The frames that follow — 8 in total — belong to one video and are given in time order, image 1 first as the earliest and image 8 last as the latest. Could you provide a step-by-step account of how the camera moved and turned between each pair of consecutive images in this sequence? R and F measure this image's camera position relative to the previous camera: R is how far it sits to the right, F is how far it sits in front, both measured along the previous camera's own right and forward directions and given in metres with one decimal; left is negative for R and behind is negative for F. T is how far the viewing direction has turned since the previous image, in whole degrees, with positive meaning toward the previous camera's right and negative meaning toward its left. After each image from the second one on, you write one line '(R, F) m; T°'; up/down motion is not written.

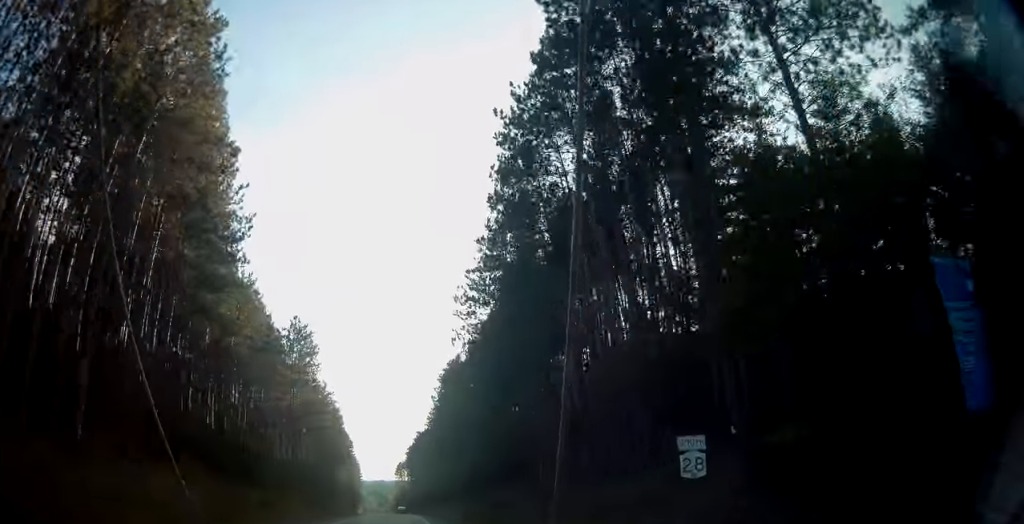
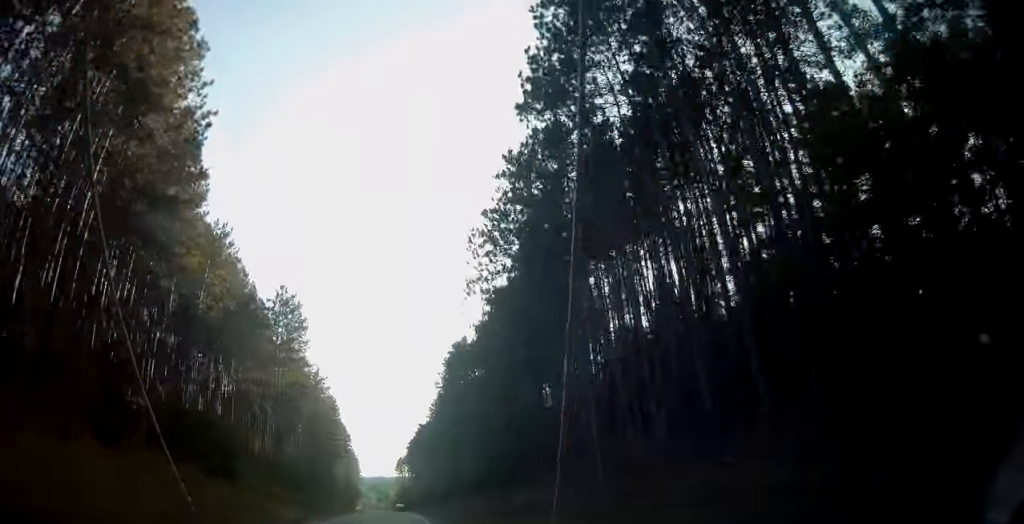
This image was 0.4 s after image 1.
(+0.1, +10.2) m; 0°
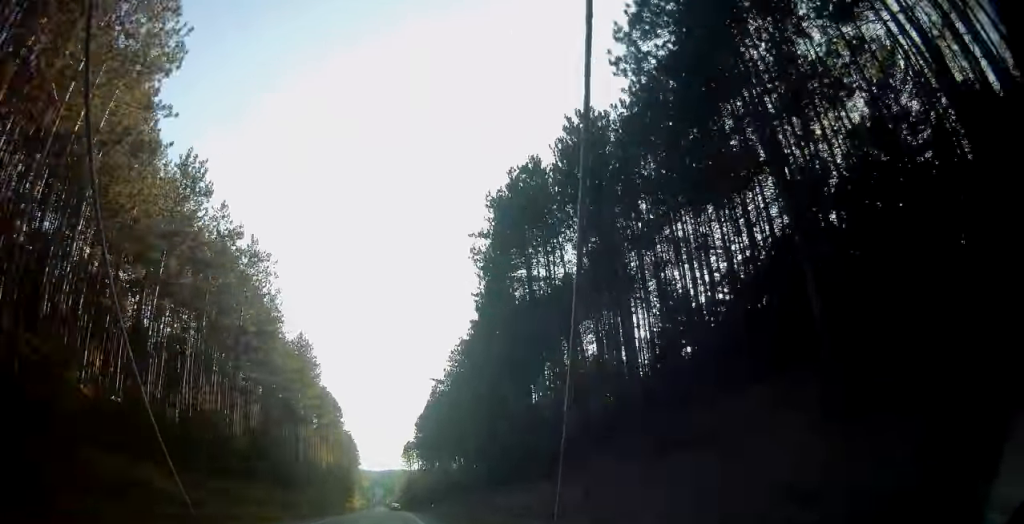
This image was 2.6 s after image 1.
(-0.6, +50.3) m; -1°
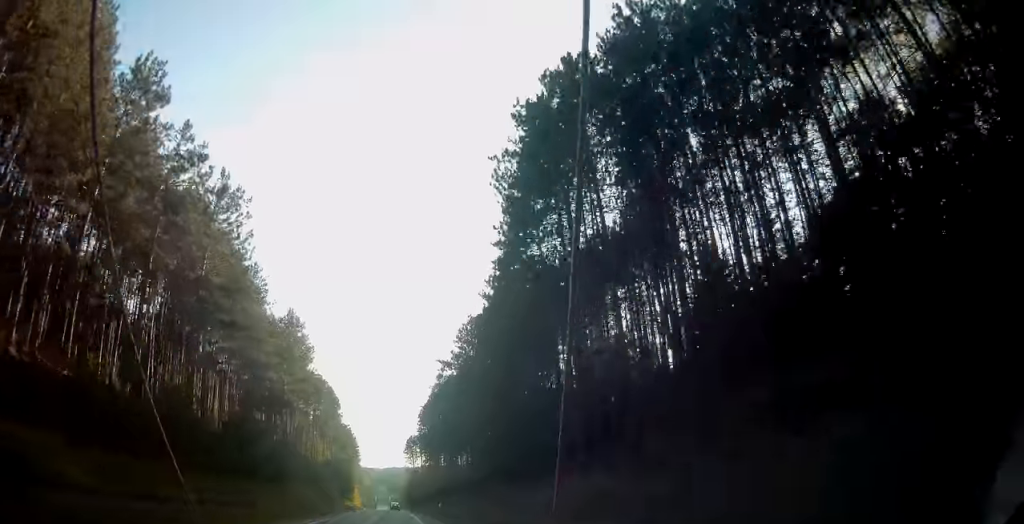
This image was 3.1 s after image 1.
(+0.1, +11.7) m; 0°
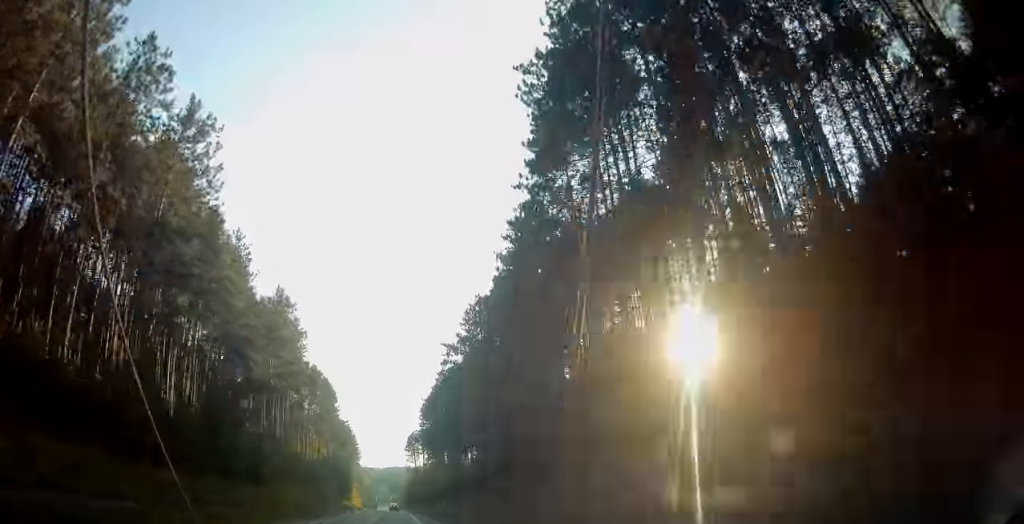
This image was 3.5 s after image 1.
(0.0, +9.4) m; 0°
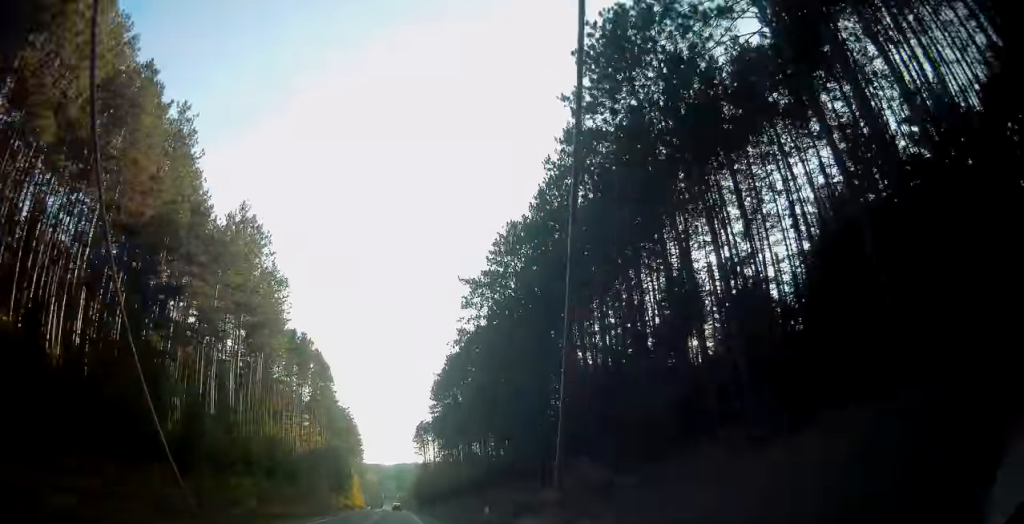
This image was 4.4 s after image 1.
(-0.3, +22.7) m; -1°
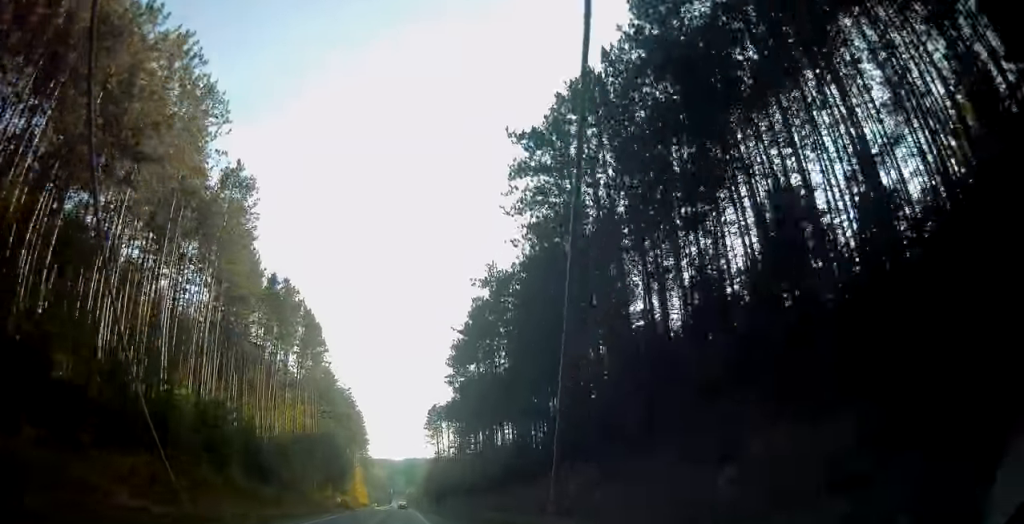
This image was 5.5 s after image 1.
(-0.3, +24.3) m; 0°
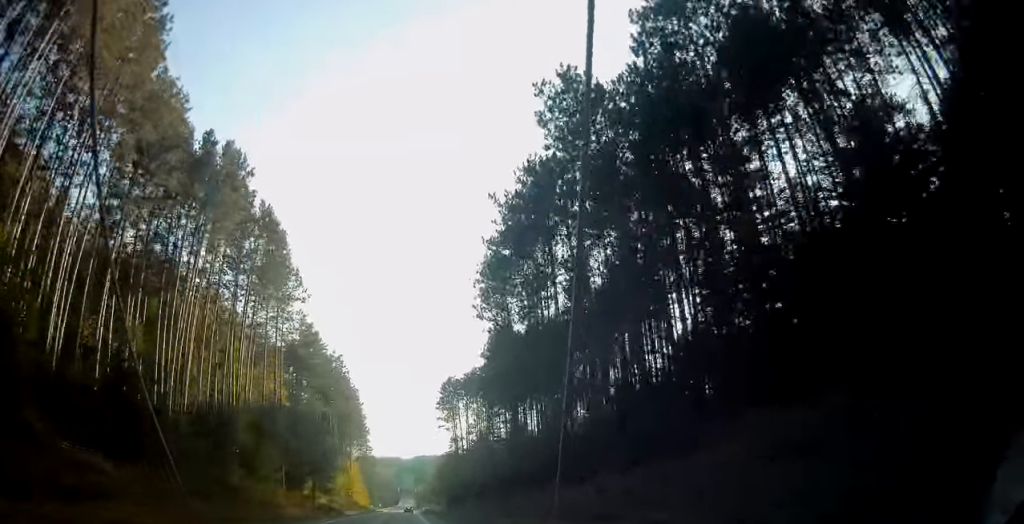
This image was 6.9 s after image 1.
(+0.2, +33.9) m; -1°
